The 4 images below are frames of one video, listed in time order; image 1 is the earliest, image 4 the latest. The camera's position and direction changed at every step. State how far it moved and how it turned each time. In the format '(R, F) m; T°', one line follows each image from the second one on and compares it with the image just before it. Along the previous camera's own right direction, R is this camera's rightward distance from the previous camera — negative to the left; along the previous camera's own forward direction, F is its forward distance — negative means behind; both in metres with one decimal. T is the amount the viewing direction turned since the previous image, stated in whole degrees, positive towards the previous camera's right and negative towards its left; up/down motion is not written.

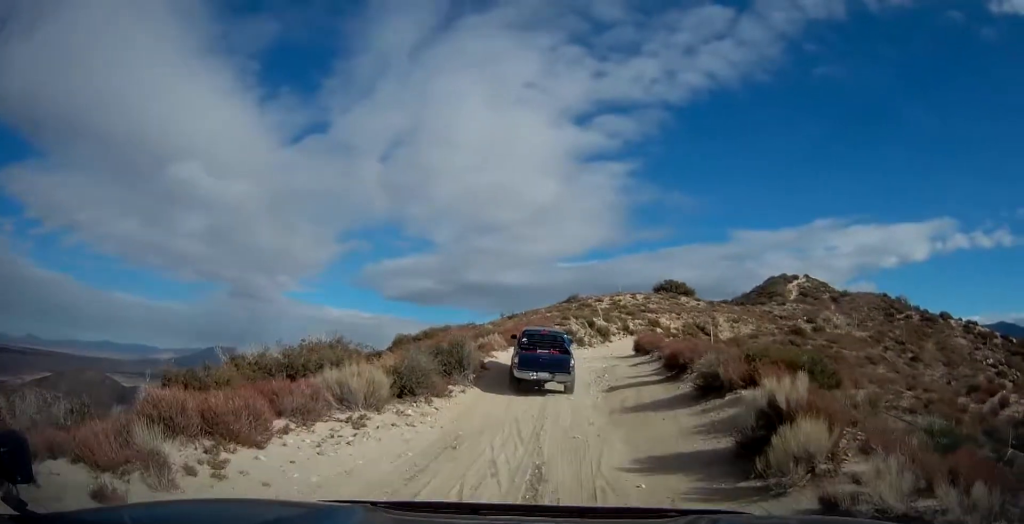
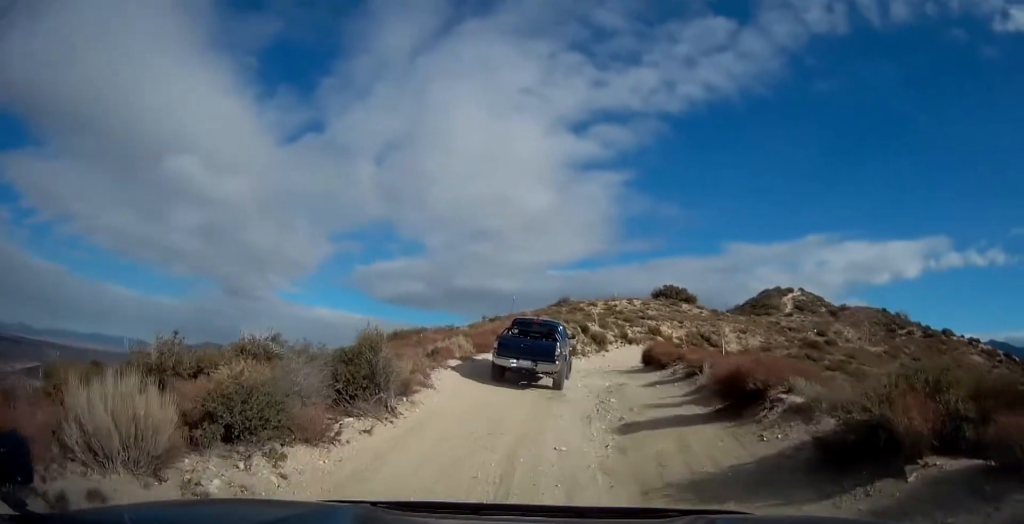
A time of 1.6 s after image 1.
(0.0, +7.0) m; +1°
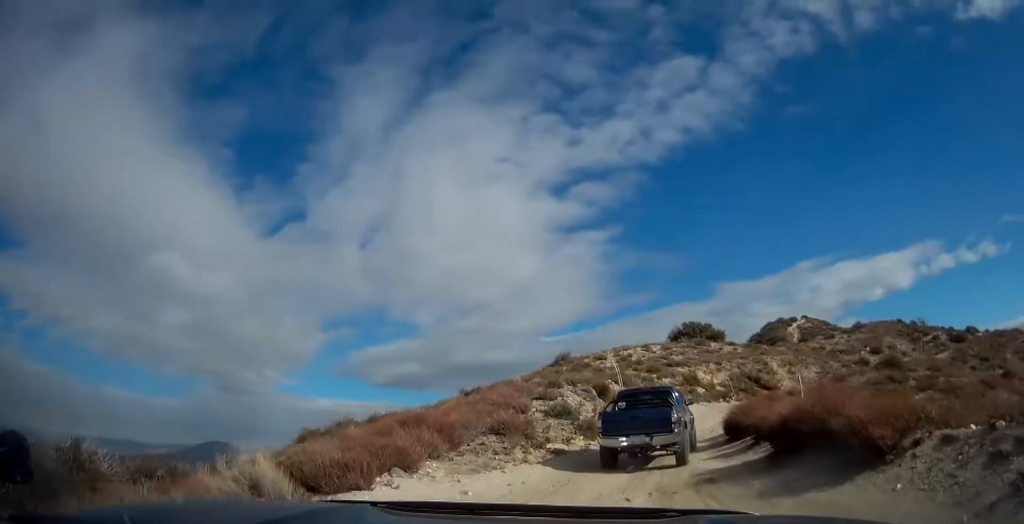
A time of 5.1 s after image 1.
(-0.1, +14.7) m; -1°
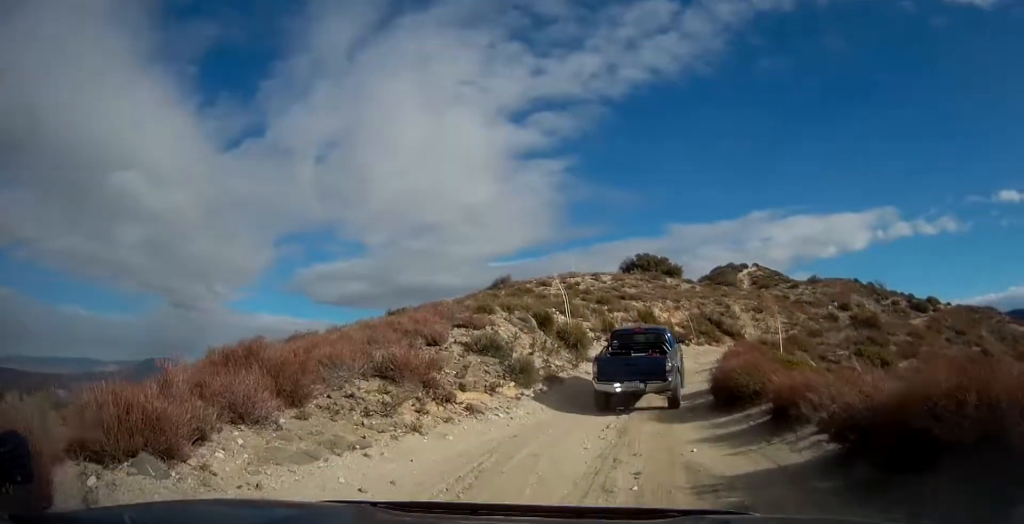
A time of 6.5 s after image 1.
(+0.1, +5.2) m; +4°
